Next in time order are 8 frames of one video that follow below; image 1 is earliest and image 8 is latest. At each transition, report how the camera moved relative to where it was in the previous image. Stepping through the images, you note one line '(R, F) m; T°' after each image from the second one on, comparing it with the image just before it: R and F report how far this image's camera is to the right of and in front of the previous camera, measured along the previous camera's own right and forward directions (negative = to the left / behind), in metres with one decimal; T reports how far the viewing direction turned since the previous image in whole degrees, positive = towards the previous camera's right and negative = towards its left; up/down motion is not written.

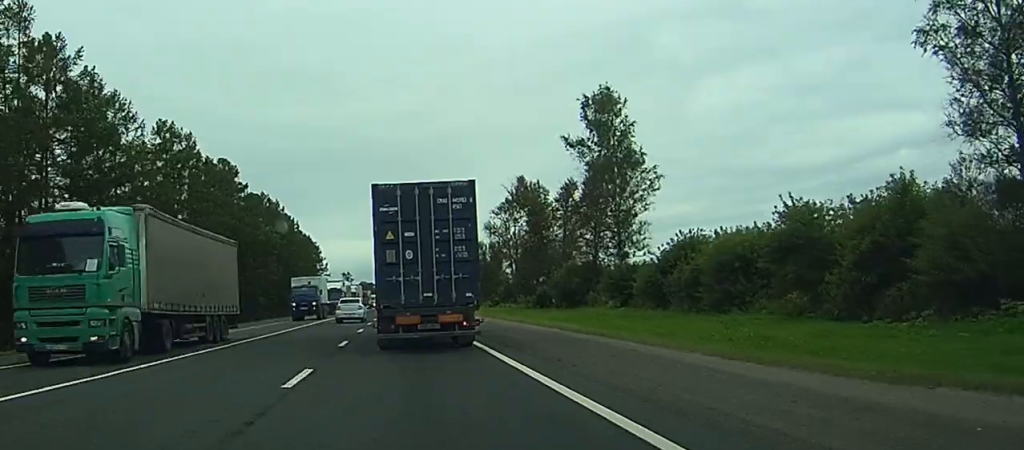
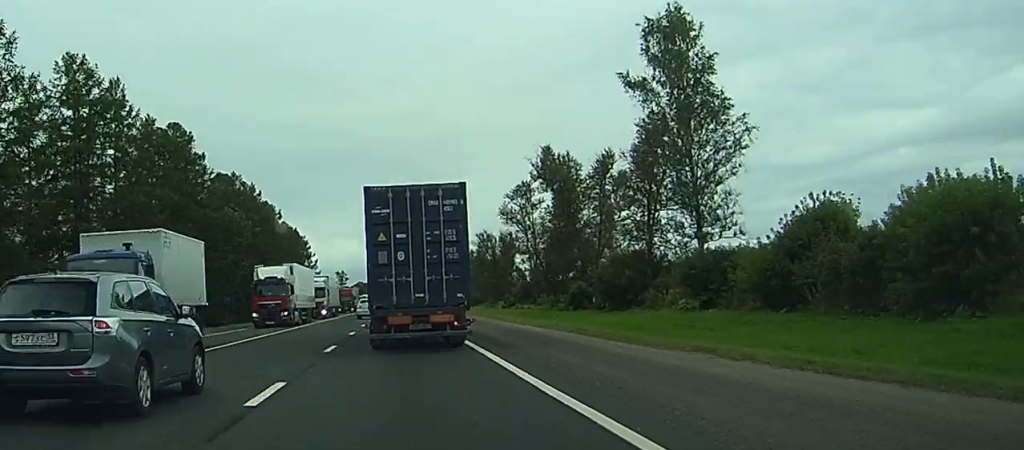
(+0.1, +26.3) m; 0°
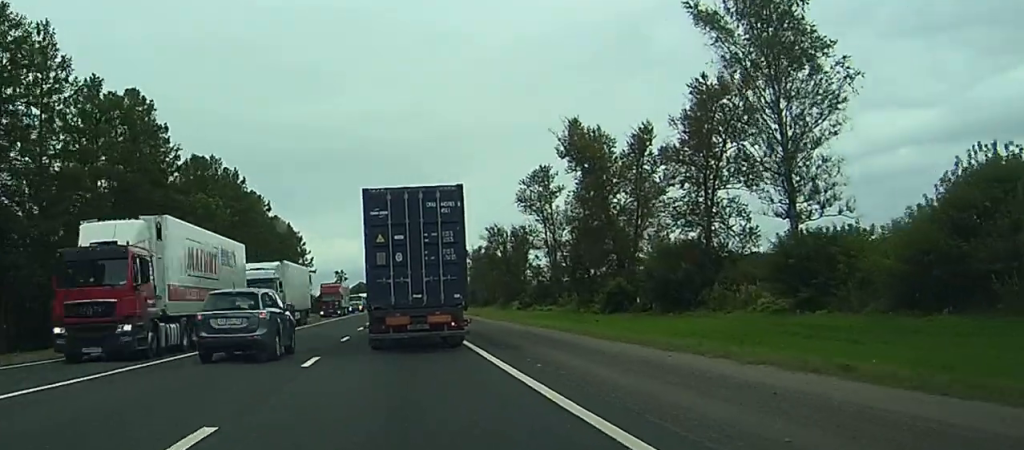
(0.0, +16.8) m; 0°
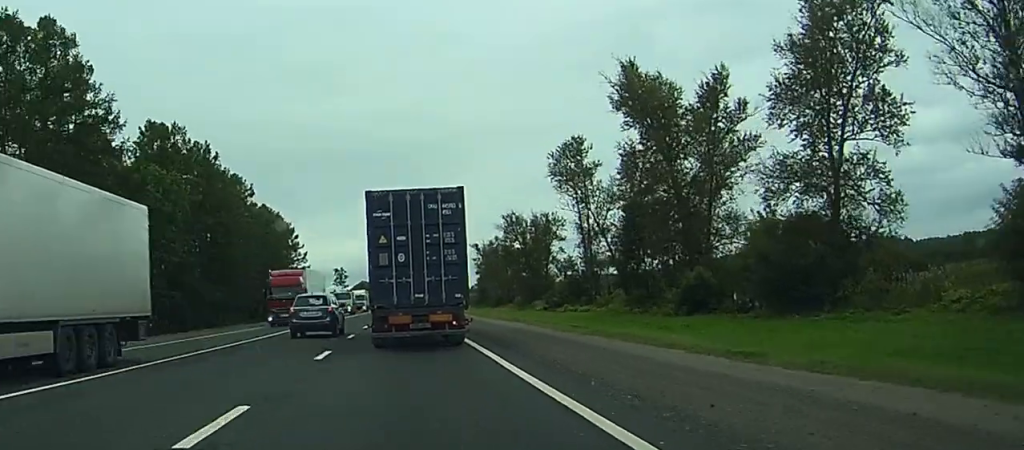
(0.0, +21.9) m; 0°
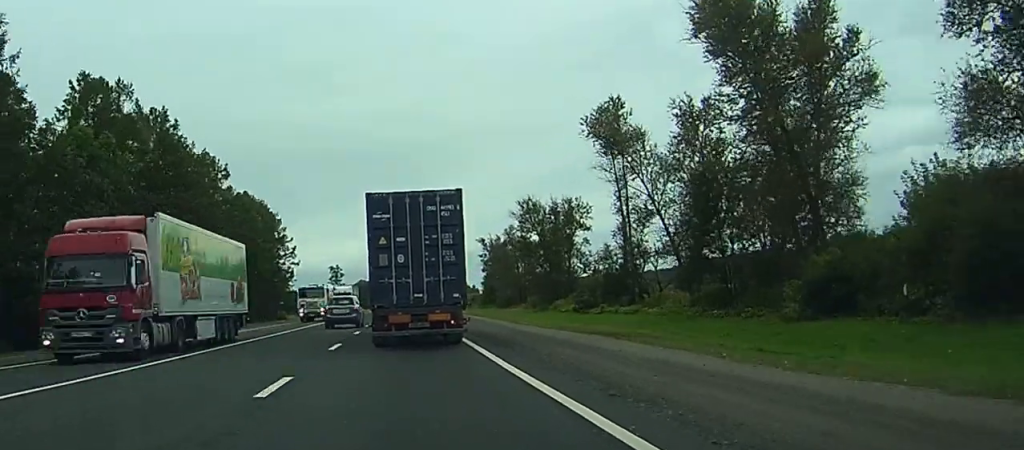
(0.0, +19.8) m; 0°
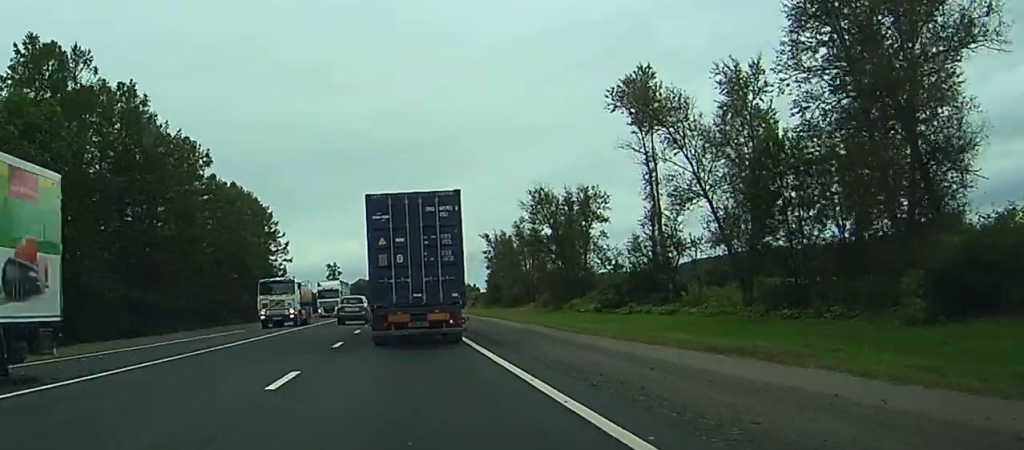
(0.0, +11.0) m; 0°
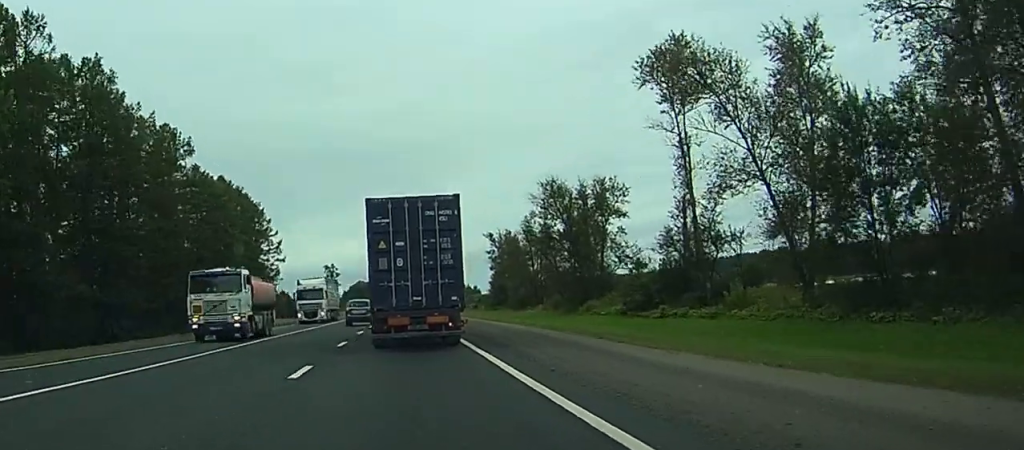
(0.0, +9.6) m; 0°
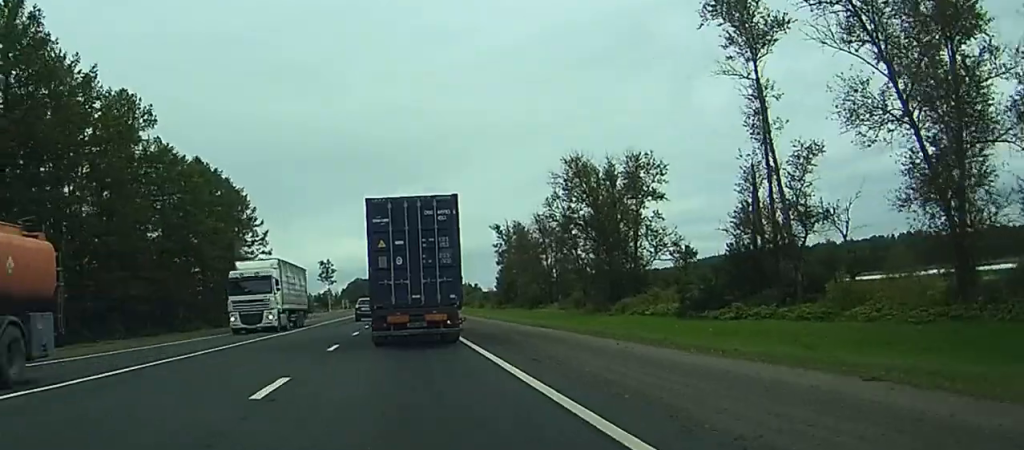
(-0.1, +15.5) m; 0°
